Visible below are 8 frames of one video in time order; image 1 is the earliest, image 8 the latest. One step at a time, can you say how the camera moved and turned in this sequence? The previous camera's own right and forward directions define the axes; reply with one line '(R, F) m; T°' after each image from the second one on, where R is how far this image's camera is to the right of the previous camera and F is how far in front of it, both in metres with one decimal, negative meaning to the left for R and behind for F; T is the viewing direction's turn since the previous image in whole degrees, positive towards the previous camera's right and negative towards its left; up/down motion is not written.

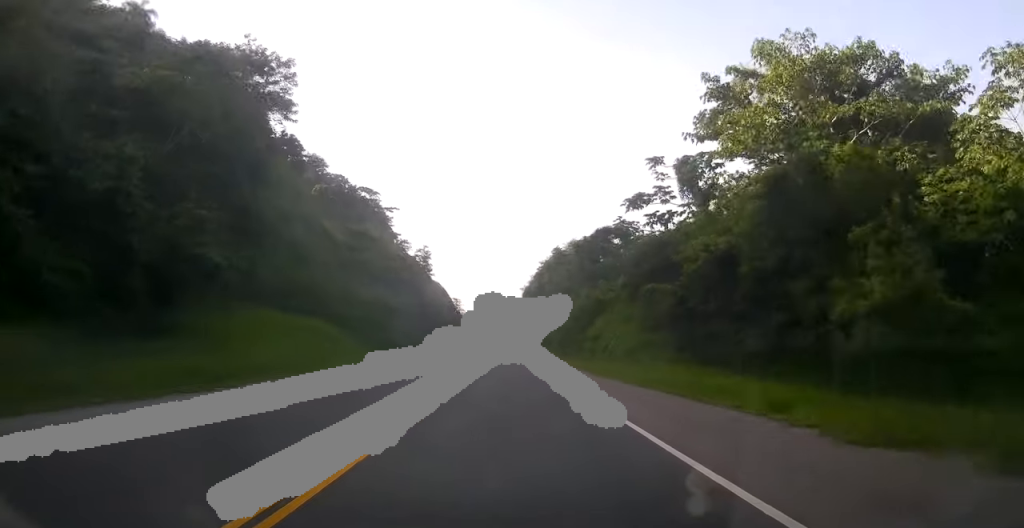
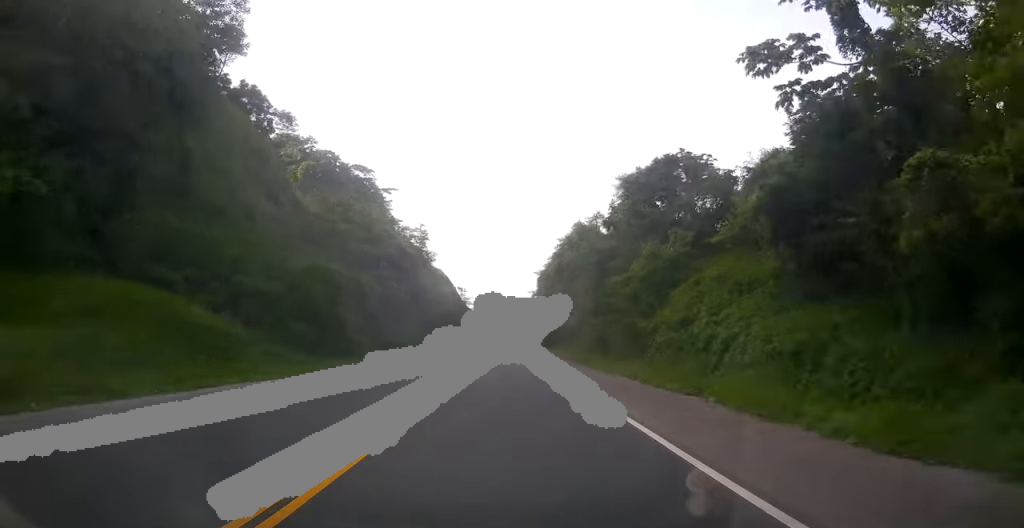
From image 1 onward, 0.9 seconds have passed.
(-0.9, +22.8) m; -2°
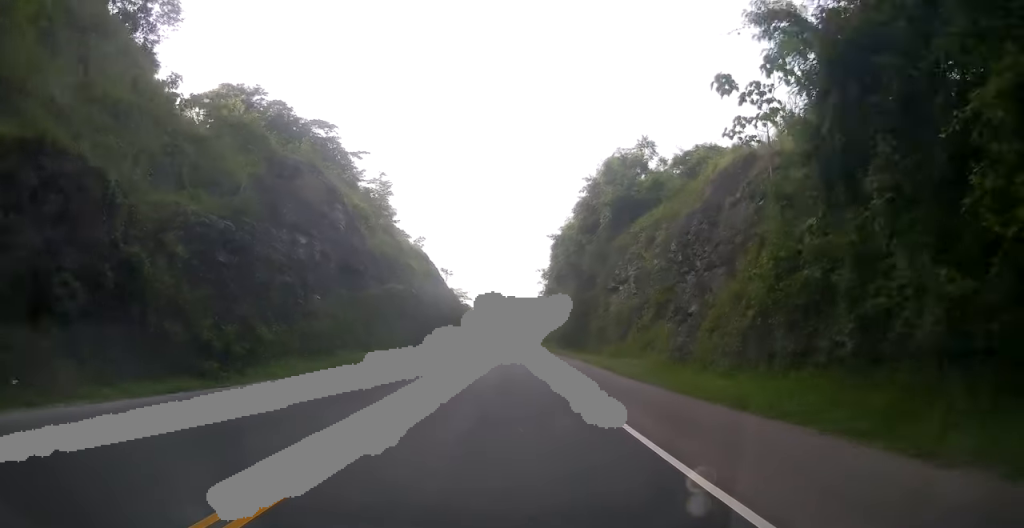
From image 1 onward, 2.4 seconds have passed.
(-0.1, +40.1) m; 0°
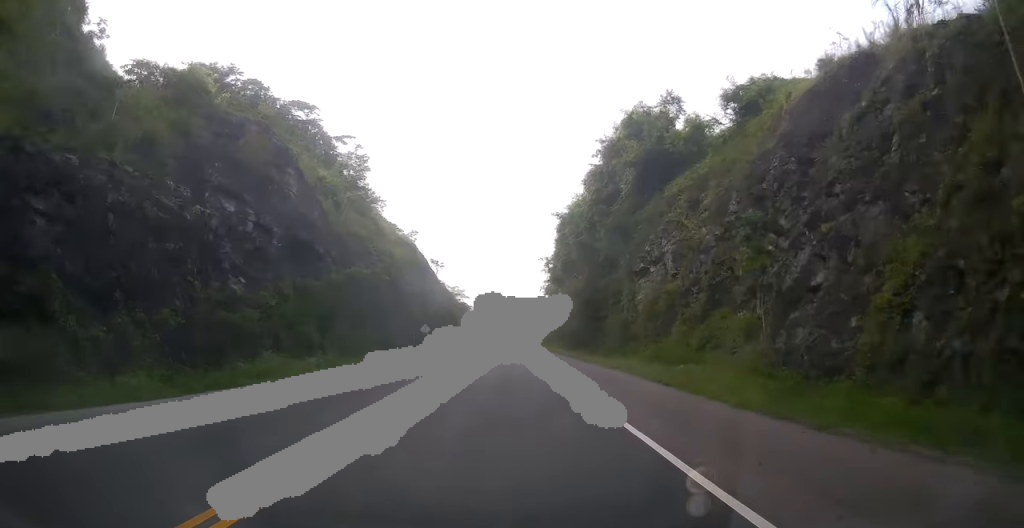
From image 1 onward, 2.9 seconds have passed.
(0.0, +13.2) m; 0°
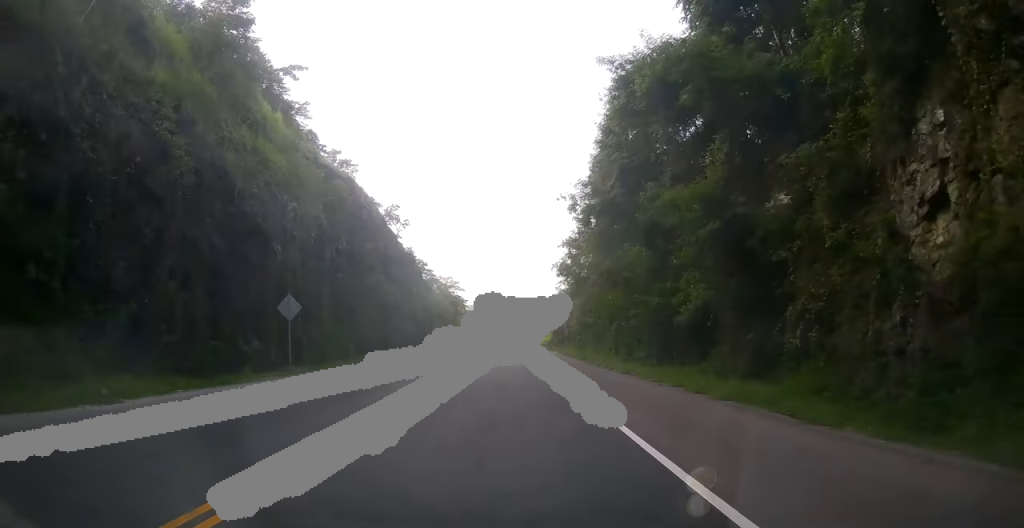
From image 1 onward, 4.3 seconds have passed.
(-0.2, +37.5) m; 0°
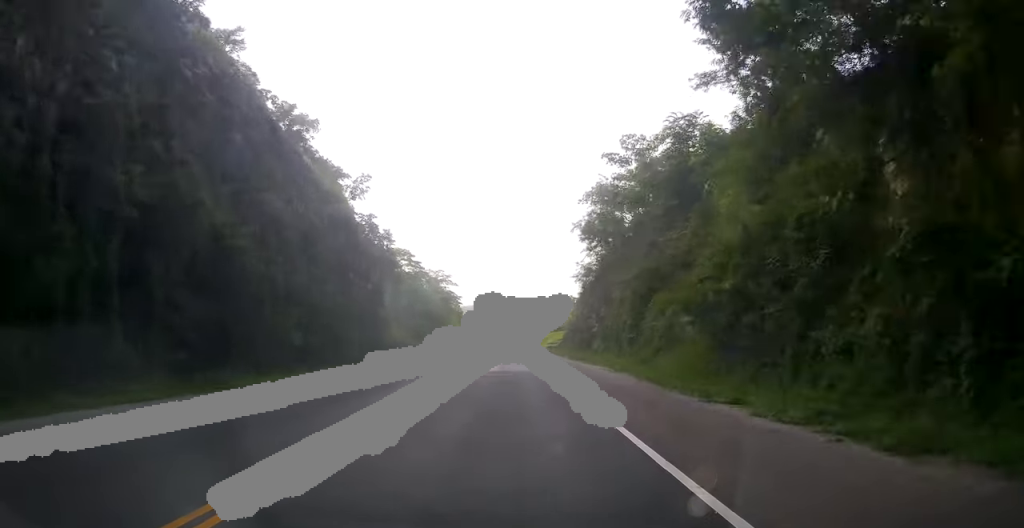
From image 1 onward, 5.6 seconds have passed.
(+0.1, +34.0) m; 0°
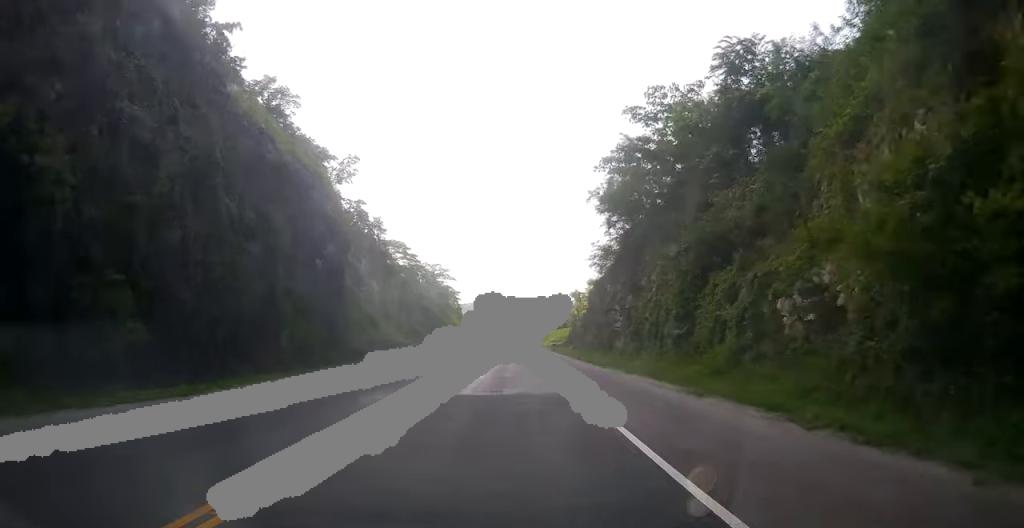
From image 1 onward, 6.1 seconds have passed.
(-0.2, +12.6) m; 0°
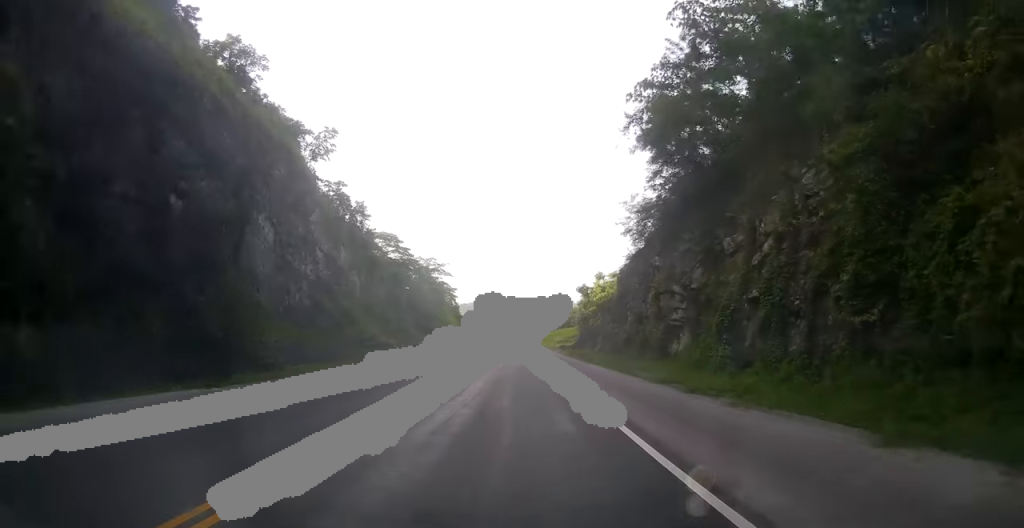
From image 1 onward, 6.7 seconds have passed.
(+0.2, +16.9) m; +1°
